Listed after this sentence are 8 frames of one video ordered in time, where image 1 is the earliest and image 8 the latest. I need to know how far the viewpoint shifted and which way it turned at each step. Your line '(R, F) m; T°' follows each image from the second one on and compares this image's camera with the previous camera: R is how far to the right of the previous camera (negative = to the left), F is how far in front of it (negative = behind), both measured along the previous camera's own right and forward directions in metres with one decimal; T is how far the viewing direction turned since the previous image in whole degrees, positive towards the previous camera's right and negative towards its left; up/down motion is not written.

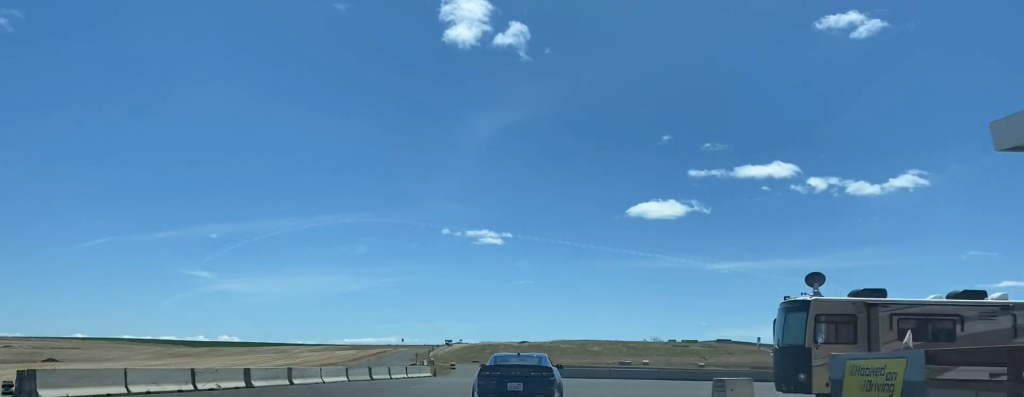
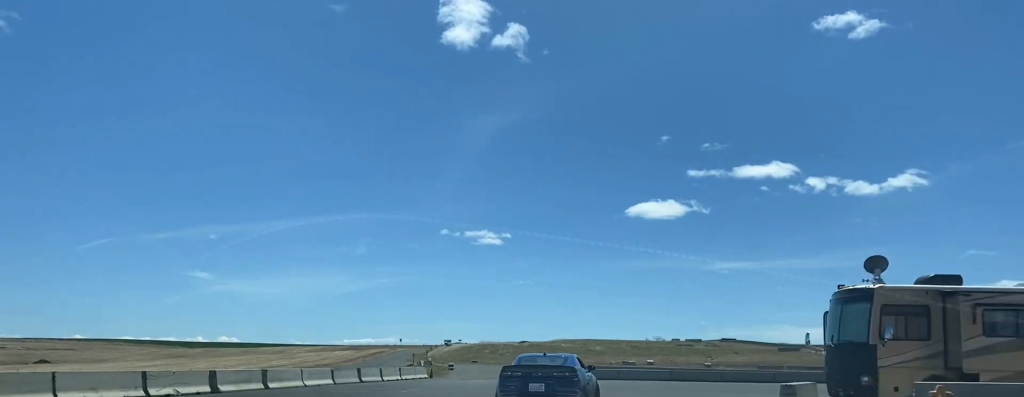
(+0.2, +4.2) m; 0°
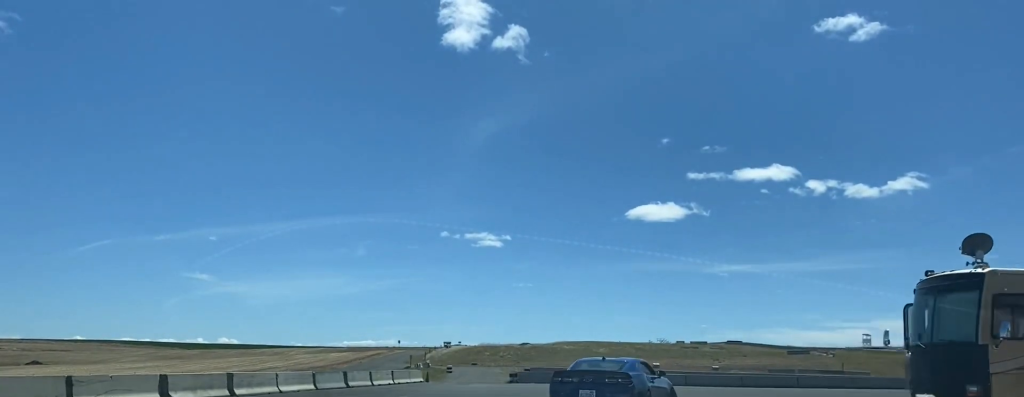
(-0.2, +4.4) m; -2°
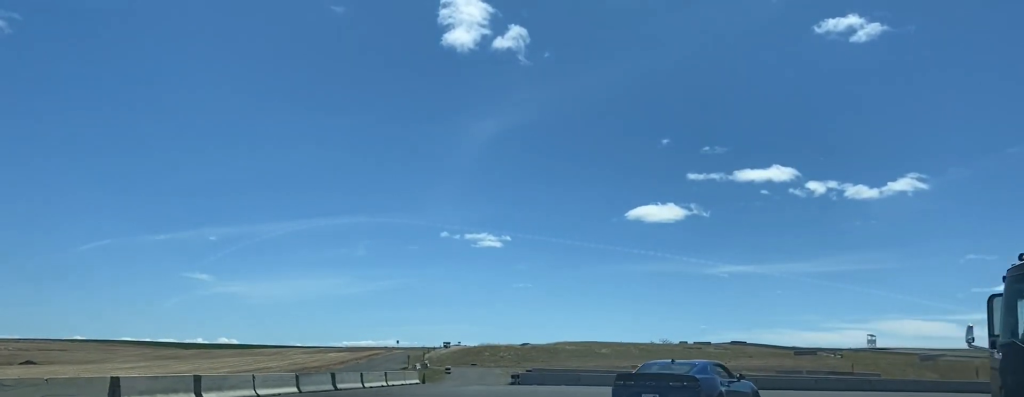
(-0.1, +3.1) m; -1°
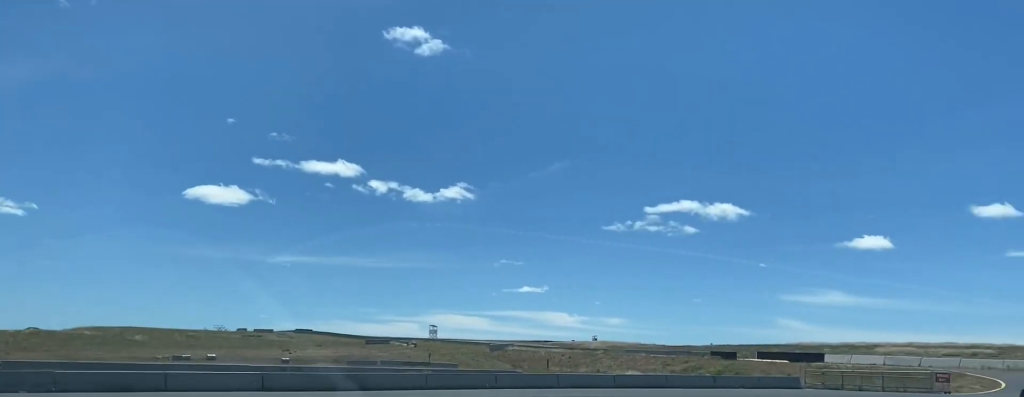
(+4.0, +18.2) m; +34°
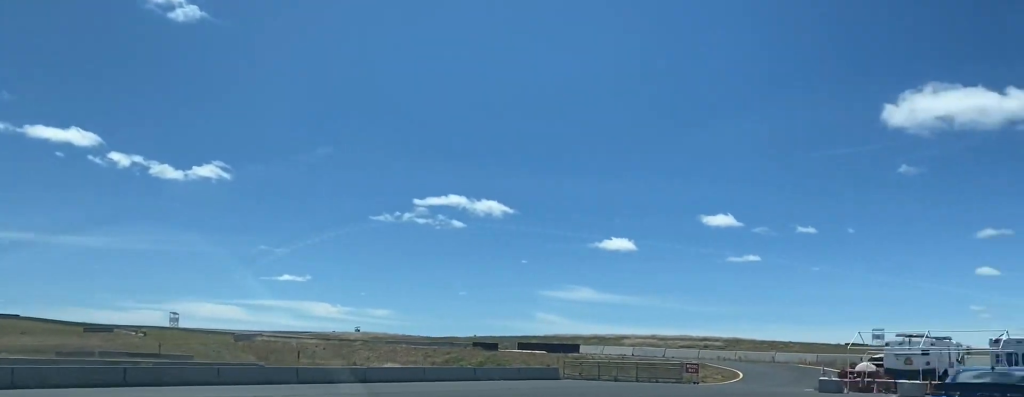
(+0.7, +5.0) m; +15°
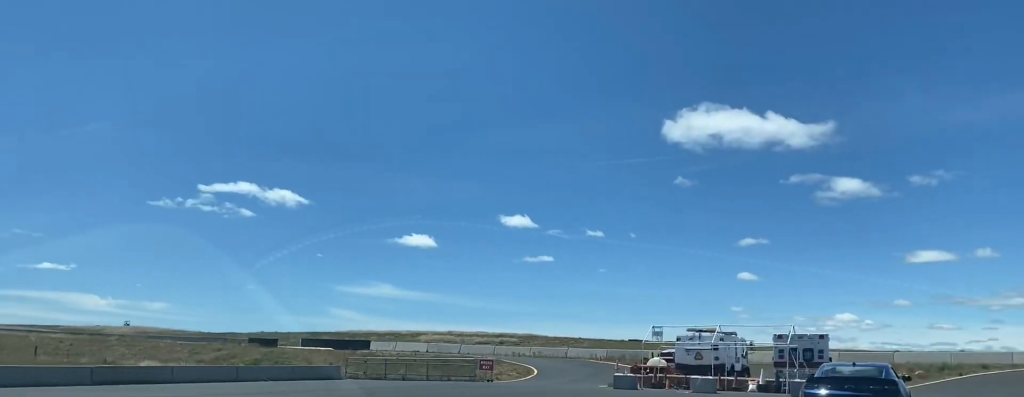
(+0.3, +4.4) m; +14°
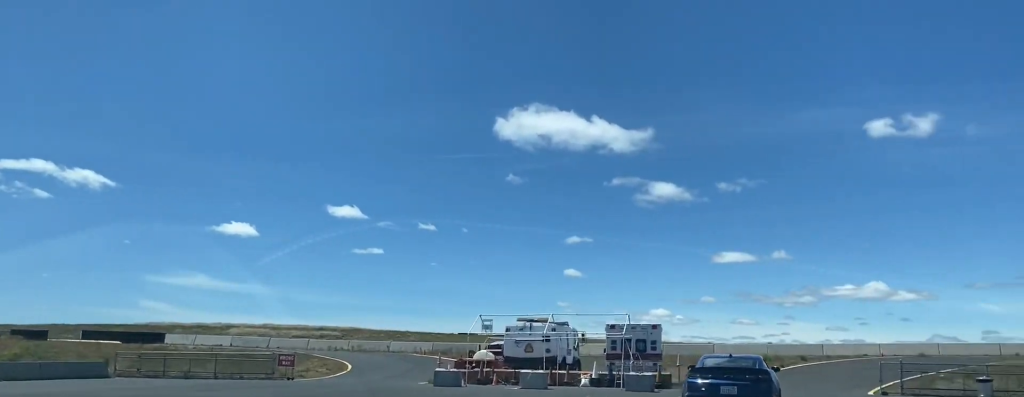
(+0.8, +4.7) m; +12°
